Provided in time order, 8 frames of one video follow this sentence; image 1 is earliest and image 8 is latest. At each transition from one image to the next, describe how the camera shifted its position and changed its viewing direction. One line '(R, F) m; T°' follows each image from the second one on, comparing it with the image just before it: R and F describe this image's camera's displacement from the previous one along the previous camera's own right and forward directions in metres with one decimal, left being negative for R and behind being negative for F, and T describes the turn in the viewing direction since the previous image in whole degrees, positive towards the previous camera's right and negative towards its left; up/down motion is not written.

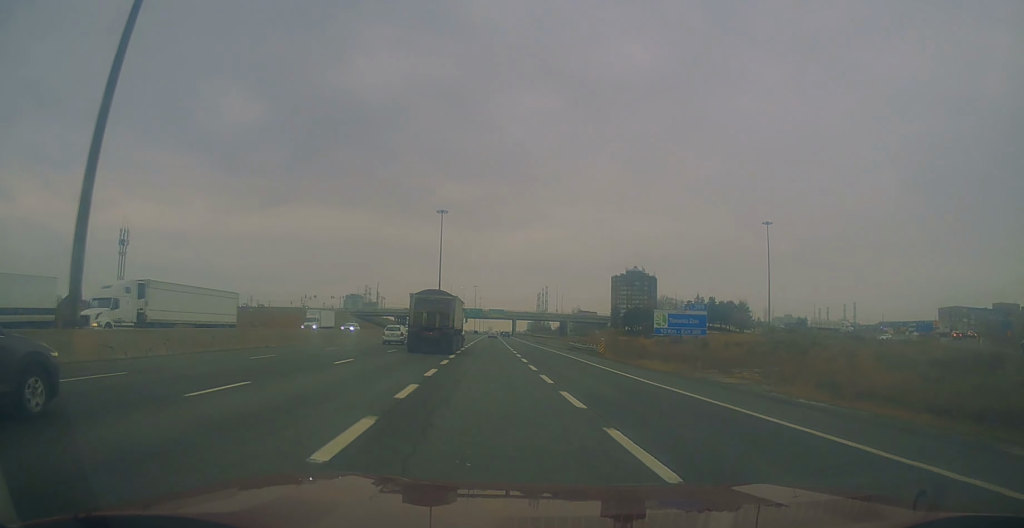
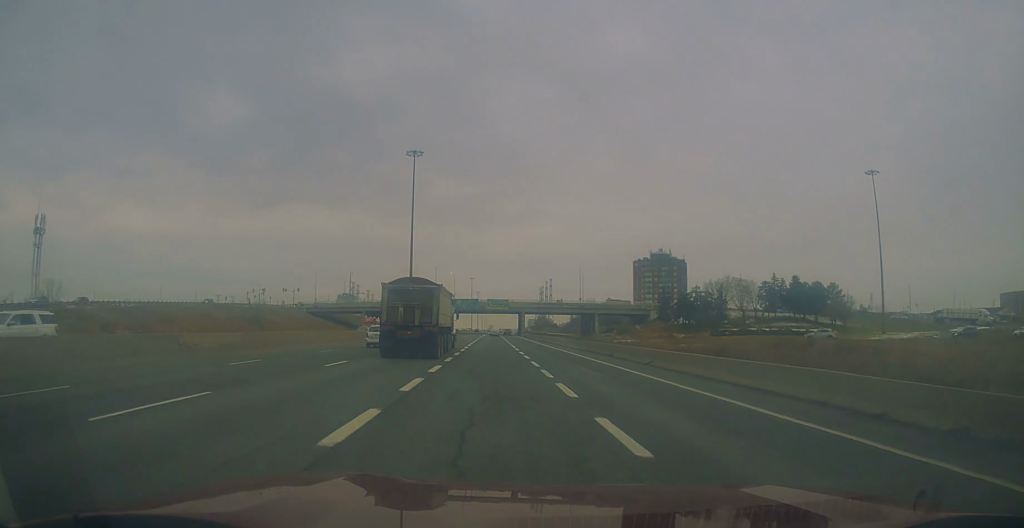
(+0.4, +59.4) m; +1°
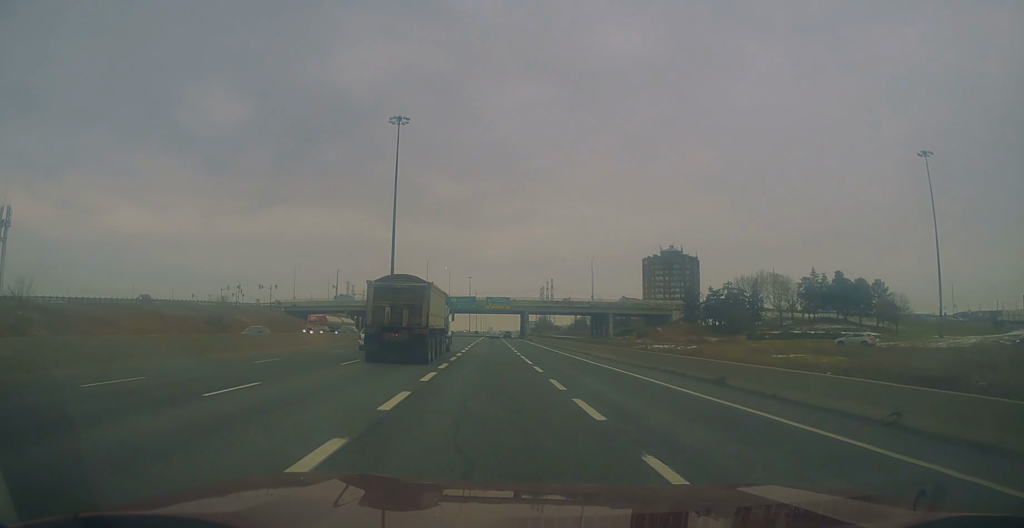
(+0.5, +20.6) m; 0°
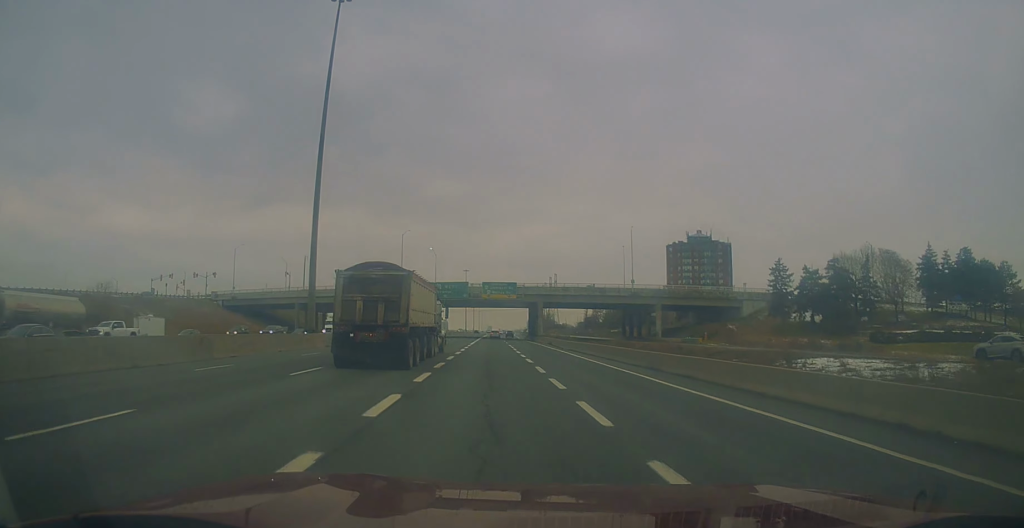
(-0.6, +41.7) m; 0°
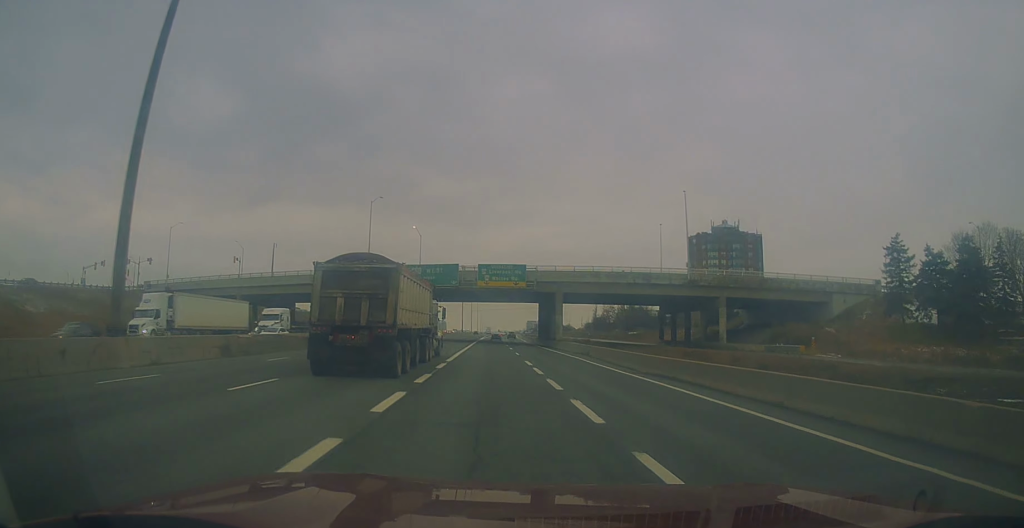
(+0.4, +29.0) m; 0°
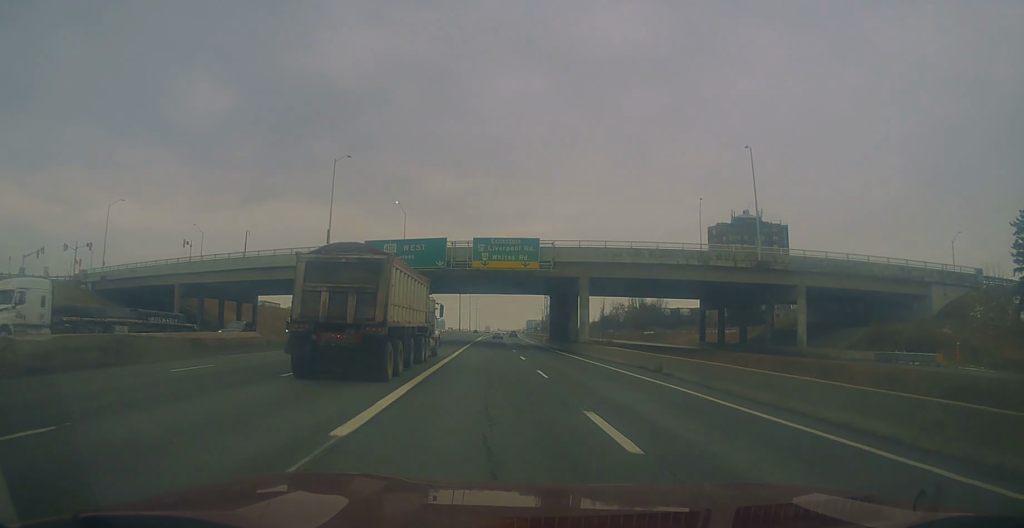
(-0.5, +19.9) m; -1°
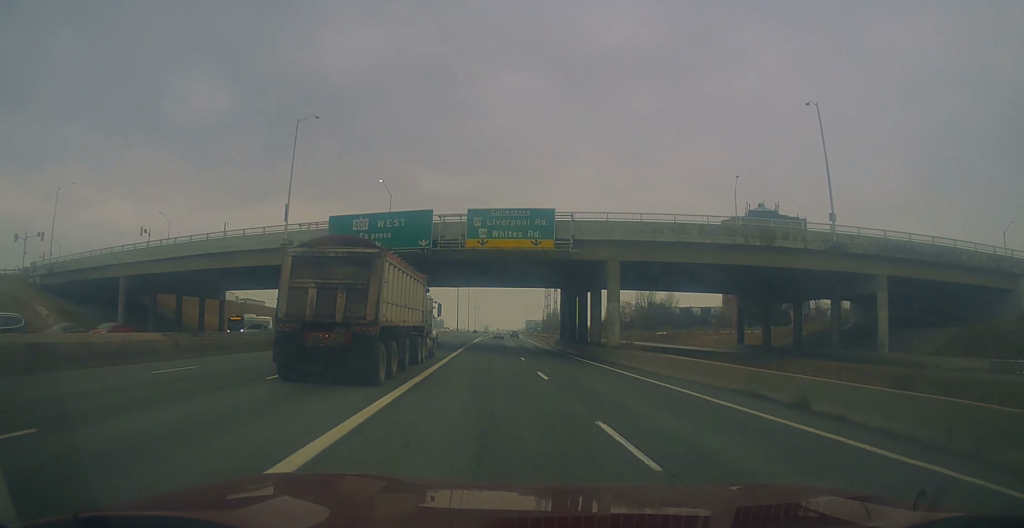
(+0.1, +12.8) m; +1°
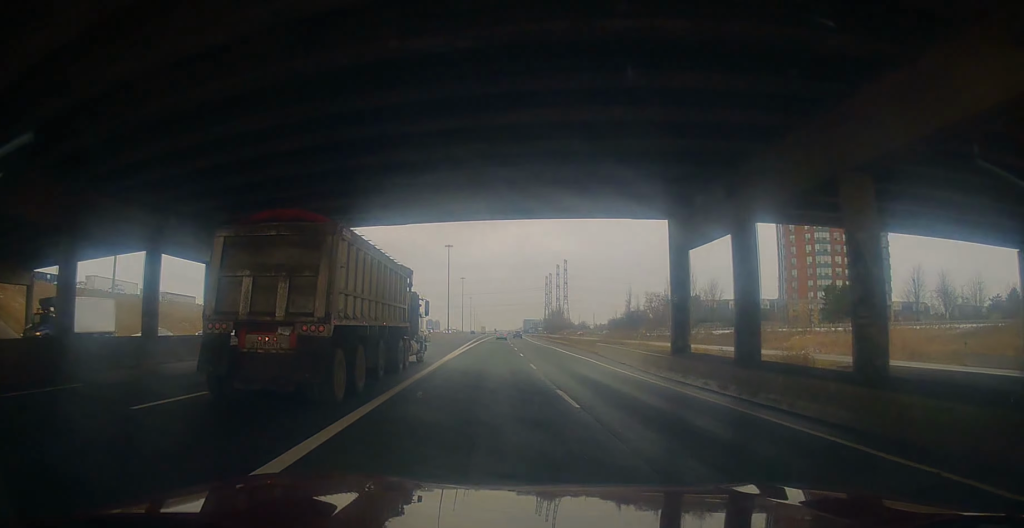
(+1.2, +42.2) m; +2°
